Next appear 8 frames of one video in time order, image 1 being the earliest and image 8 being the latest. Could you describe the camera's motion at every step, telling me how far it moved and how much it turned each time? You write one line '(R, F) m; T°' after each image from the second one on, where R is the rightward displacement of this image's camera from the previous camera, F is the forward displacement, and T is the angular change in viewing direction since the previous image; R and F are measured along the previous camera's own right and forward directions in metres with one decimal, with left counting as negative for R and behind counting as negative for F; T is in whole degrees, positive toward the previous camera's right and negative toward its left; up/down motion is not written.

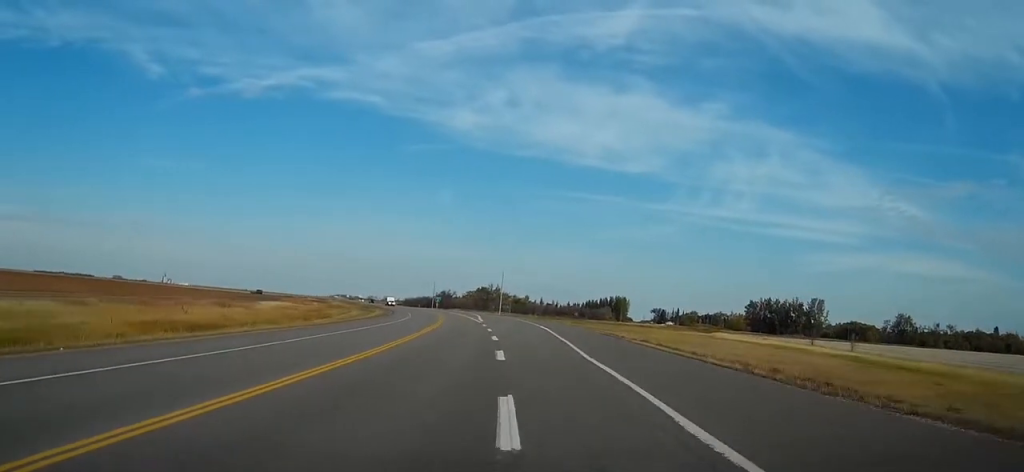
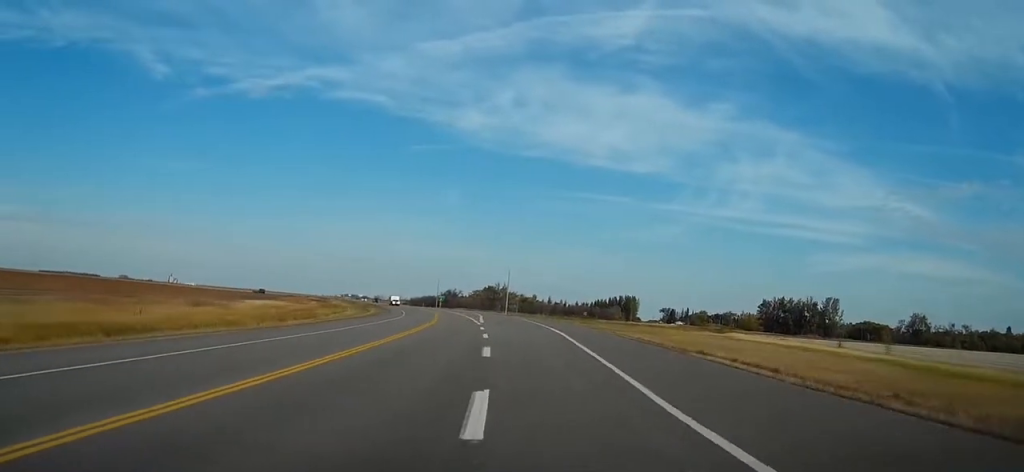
(-0.1, +11.8) m; -1°
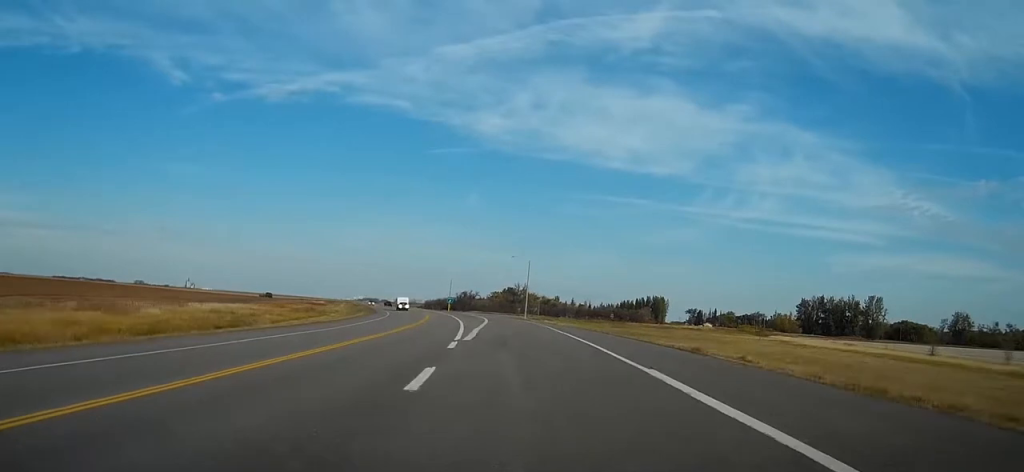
(-0.6, +32.3) m; -2°
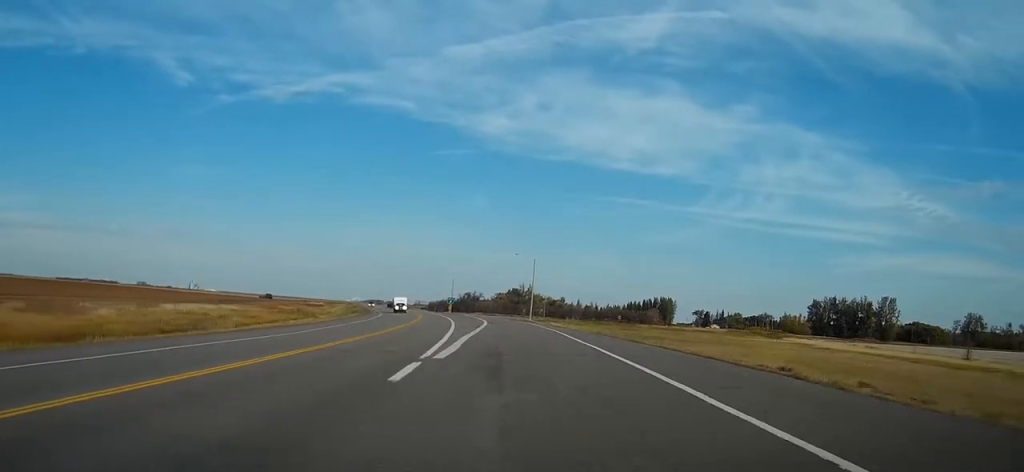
(-0.1, +10.5) m; 0°
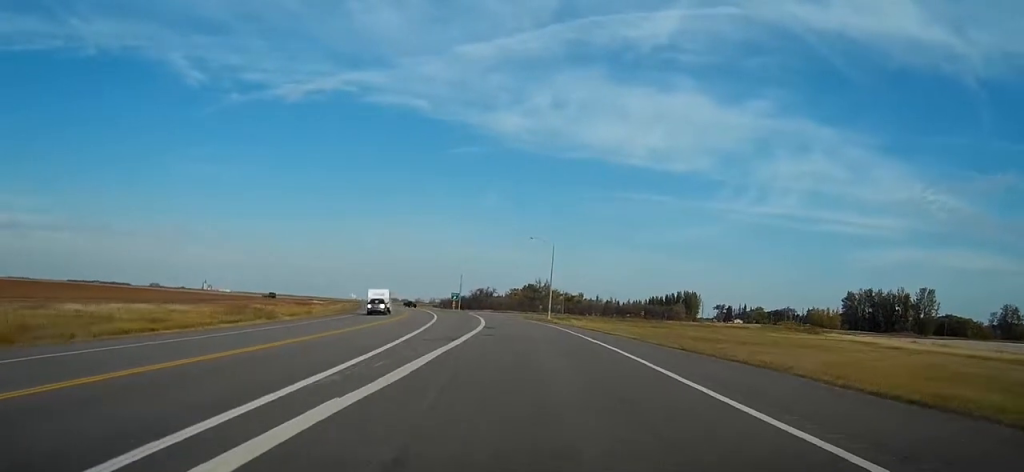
(-0.1, +26.6) m; -1°
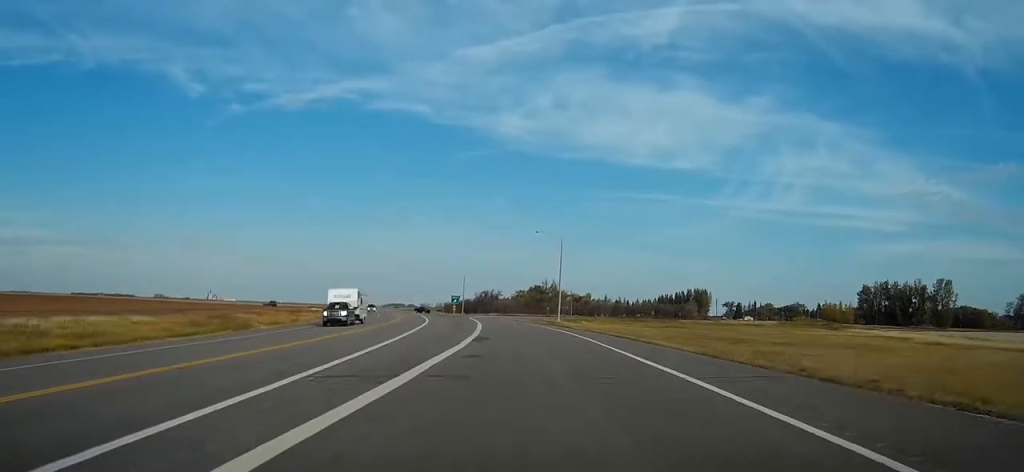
(-0.2, +12.1) m; 0°
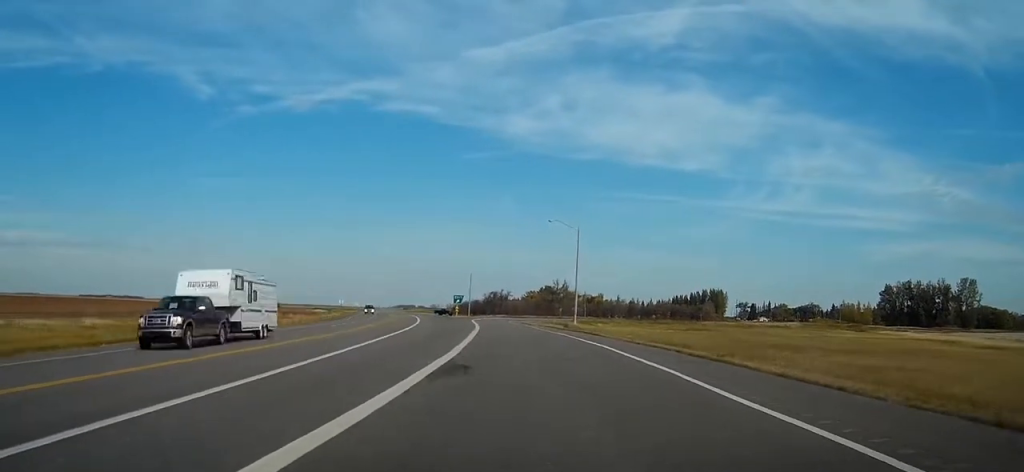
(+0.1, +14.7) m; -2°
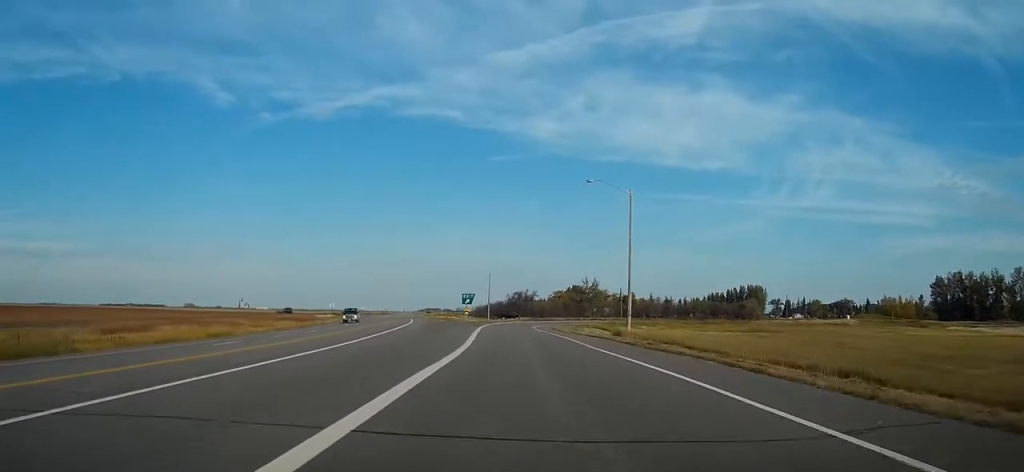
(-1.3, +28.0) m; -5°
